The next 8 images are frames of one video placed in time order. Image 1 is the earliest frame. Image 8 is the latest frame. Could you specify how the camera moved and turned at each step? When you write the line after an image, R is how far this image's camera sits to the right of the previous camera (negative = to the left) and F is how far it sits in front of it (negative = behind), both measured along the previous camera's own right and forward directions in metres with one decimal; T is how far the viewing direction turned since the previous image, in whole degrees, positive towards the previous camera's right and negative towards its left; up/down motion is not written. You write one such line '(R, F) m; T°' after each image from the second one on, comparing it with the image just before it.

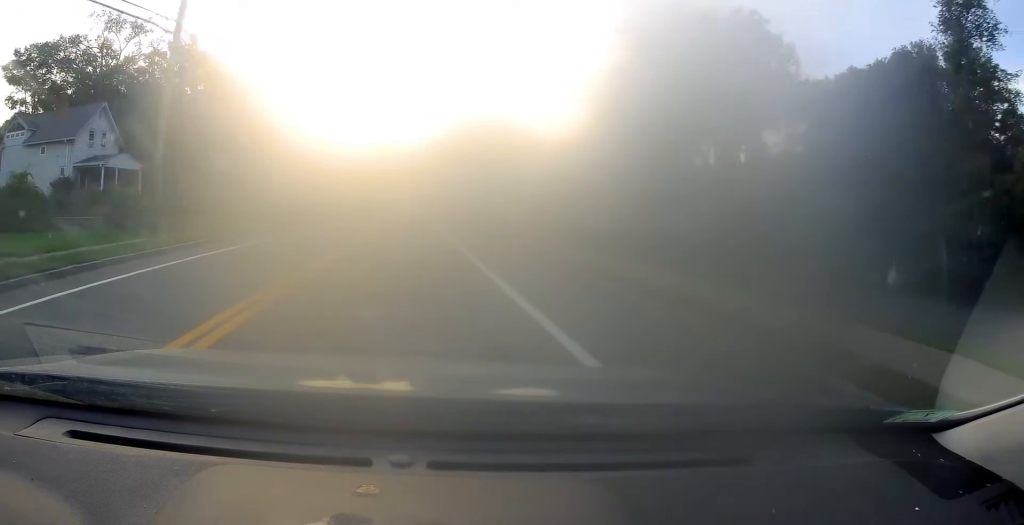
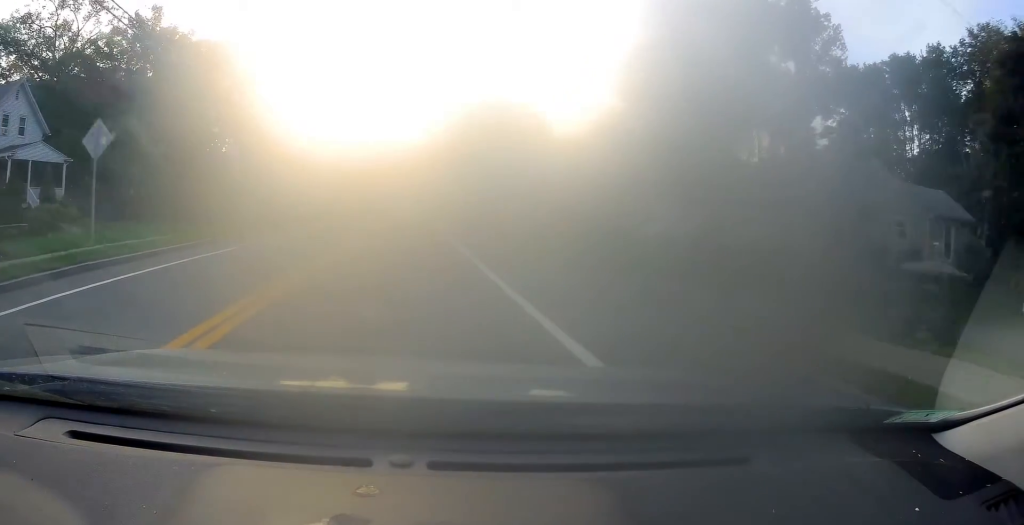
(0.0, +10.3) m; 0°
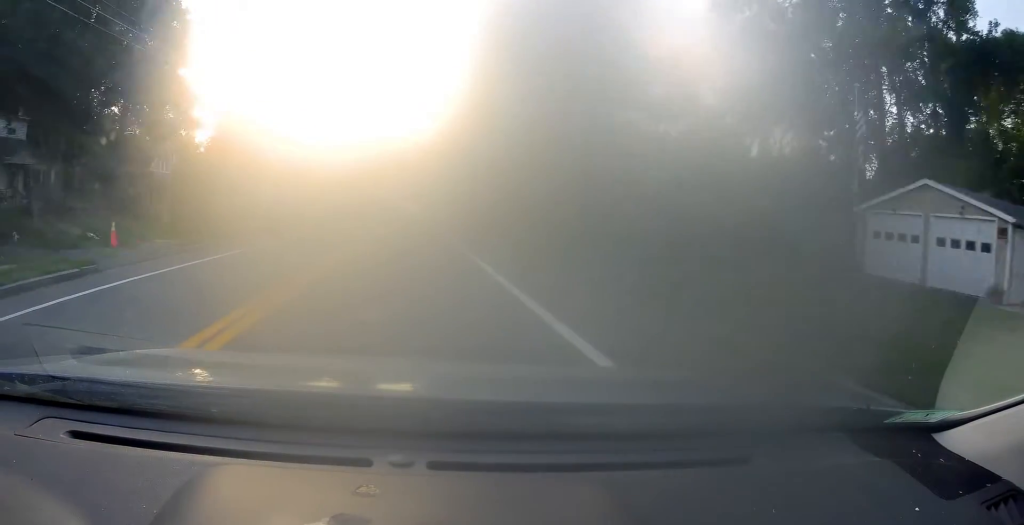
(+0.1, +20.7) m; +2°
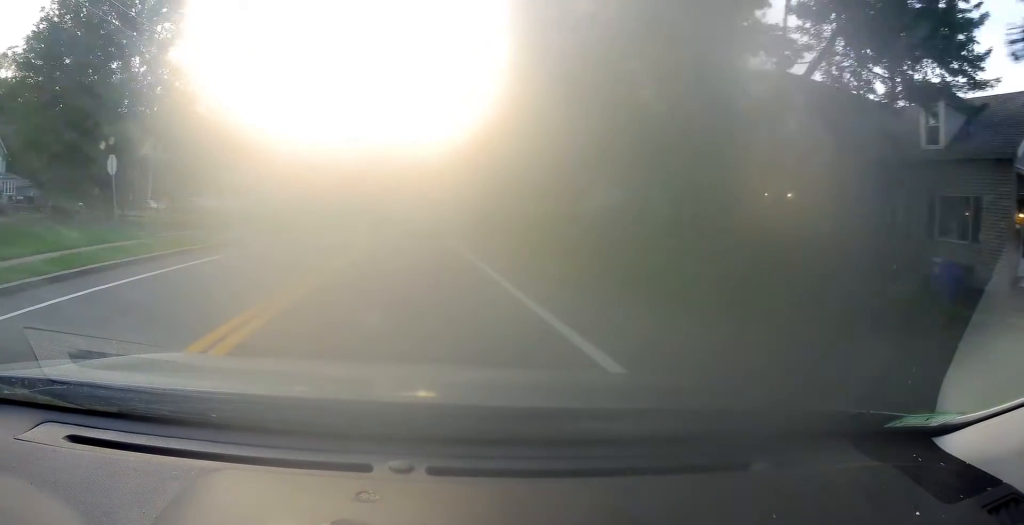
(-0.2, +32.8) m; -1°
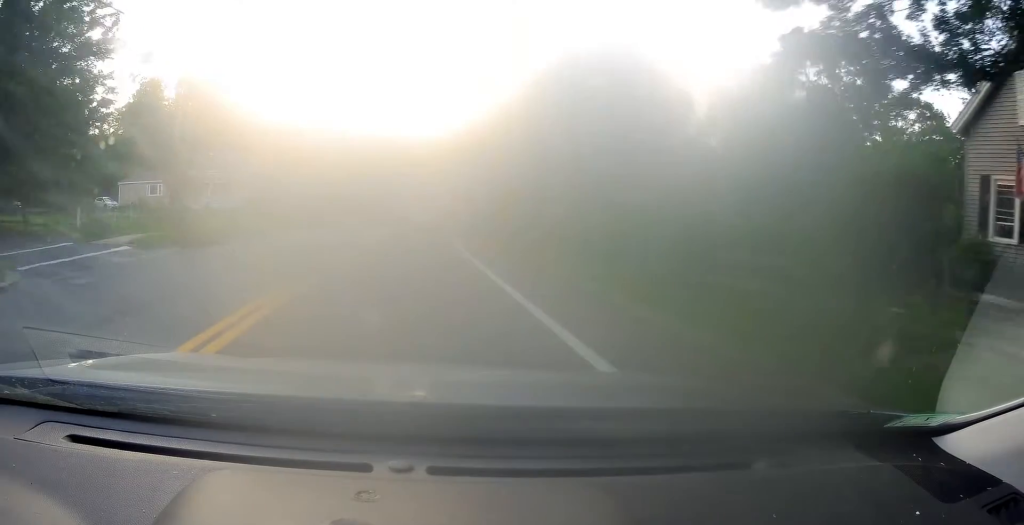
(+0.3, +11.8) m; +1°
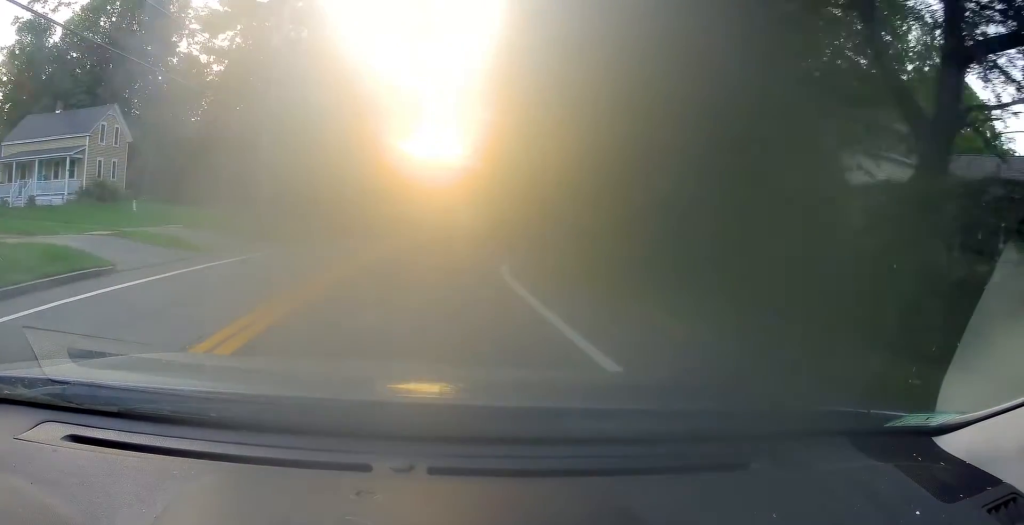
(+0.6, +32.1) m; +1°
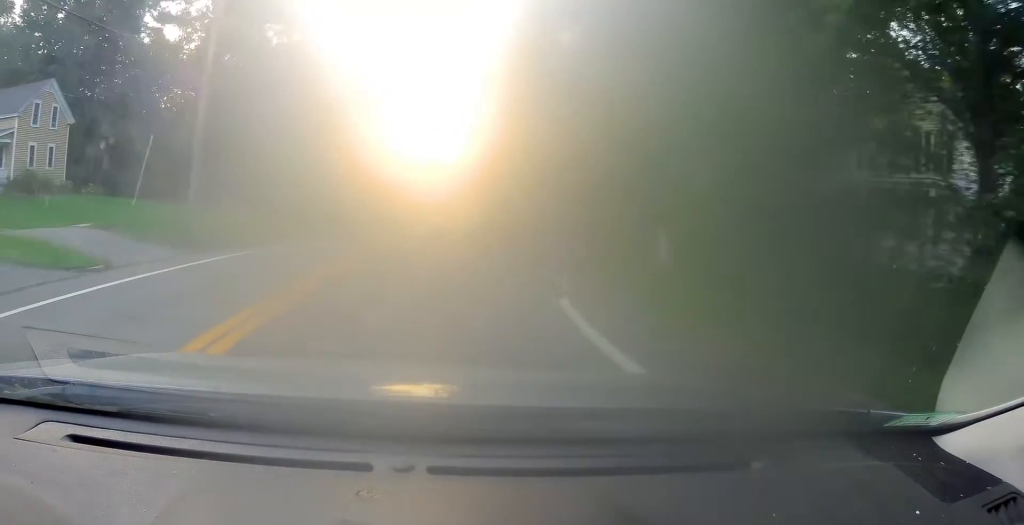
(0.0, +7.4) m; +1°
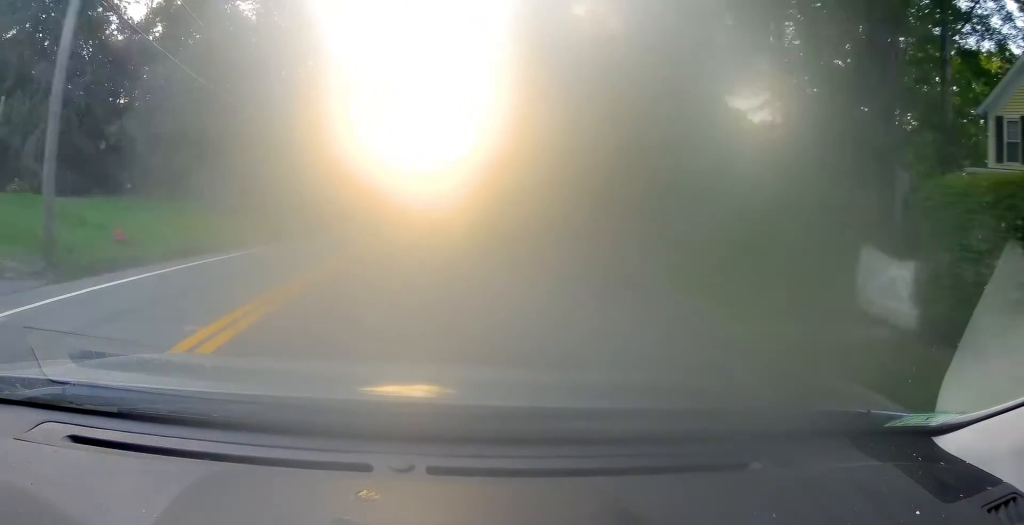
(-0.1, +8.0) m; +2°
